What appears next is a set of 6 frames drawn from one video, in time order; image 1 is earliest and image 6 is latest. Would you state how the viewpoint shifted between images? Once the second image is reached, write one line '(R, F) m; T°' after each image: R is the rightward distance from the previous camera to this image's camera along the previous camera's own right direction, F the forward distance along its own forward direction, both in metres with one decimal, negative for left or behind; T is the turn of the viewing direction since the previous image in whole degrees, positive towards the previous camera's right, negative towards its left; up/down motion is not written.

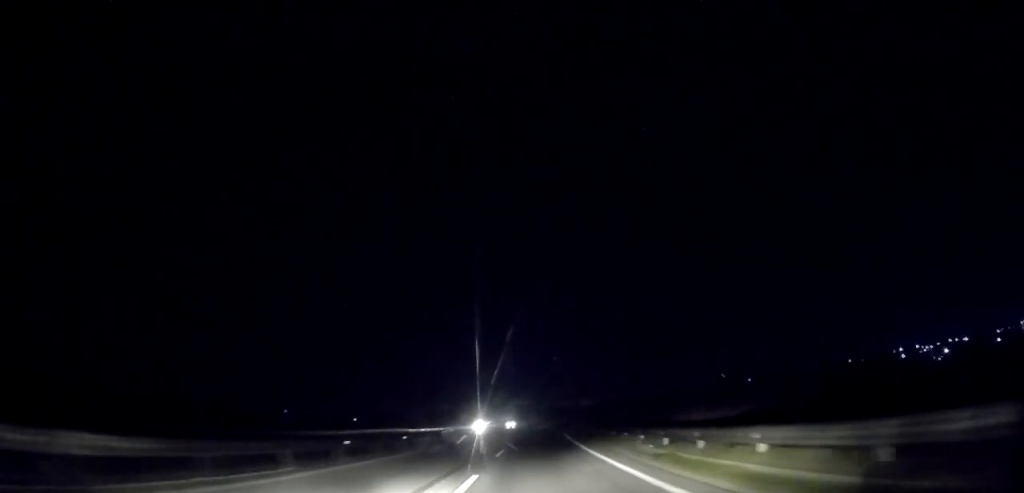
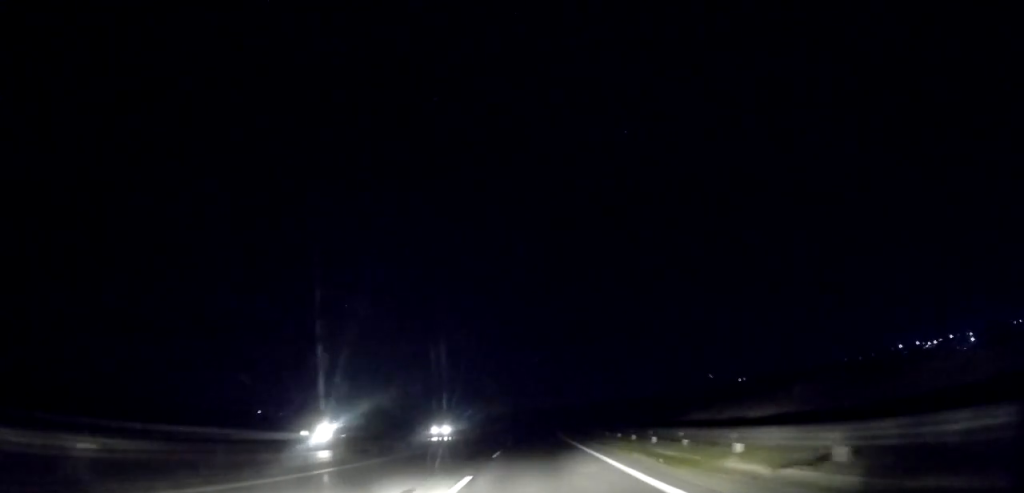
(-0.4, +35.9) m; 0°
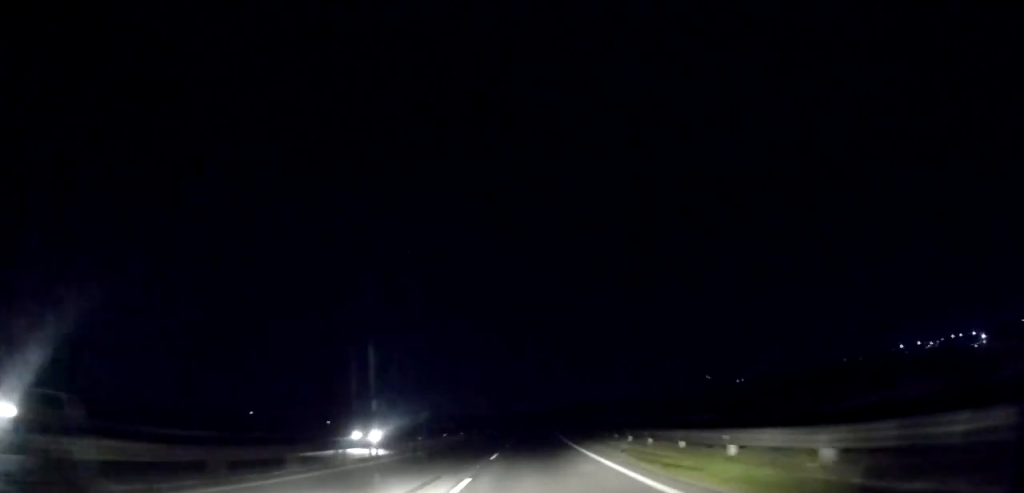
(0.0, +11.8) m; +1°
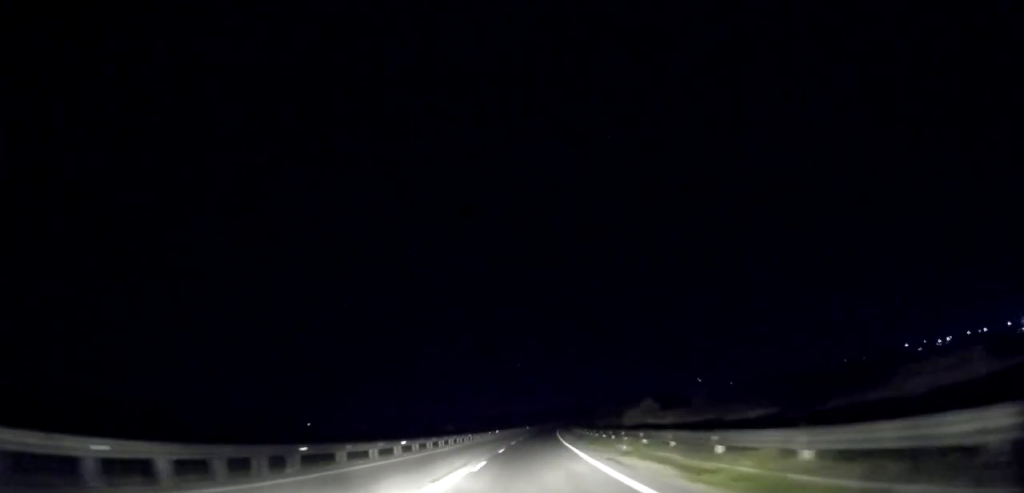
(+1.1, +39.4) m; +2°
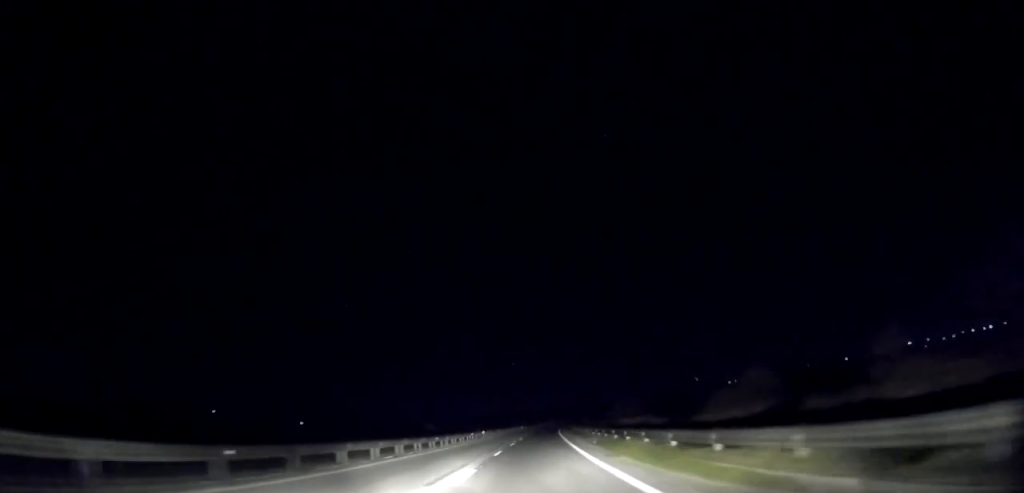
(-0.3, +15.8) m; 0°
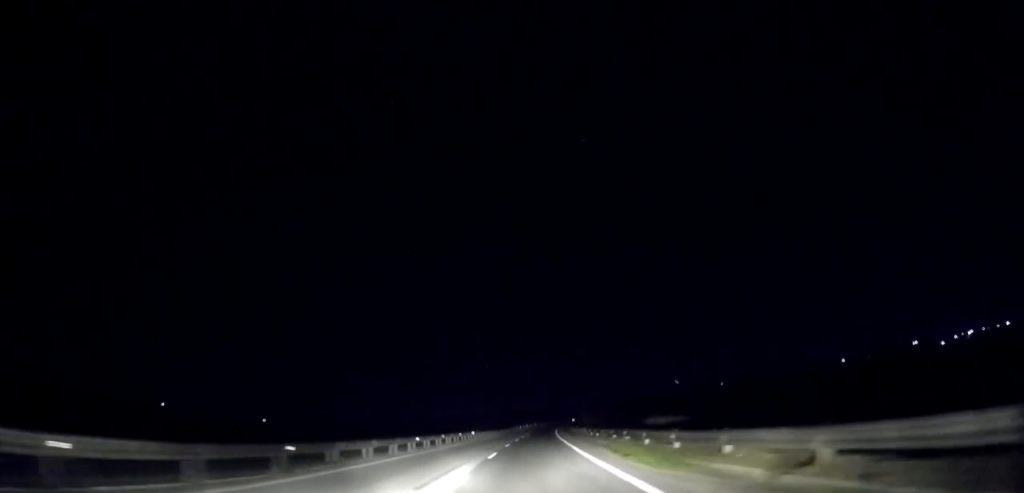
(+1.0, +59.3) m; +2°
